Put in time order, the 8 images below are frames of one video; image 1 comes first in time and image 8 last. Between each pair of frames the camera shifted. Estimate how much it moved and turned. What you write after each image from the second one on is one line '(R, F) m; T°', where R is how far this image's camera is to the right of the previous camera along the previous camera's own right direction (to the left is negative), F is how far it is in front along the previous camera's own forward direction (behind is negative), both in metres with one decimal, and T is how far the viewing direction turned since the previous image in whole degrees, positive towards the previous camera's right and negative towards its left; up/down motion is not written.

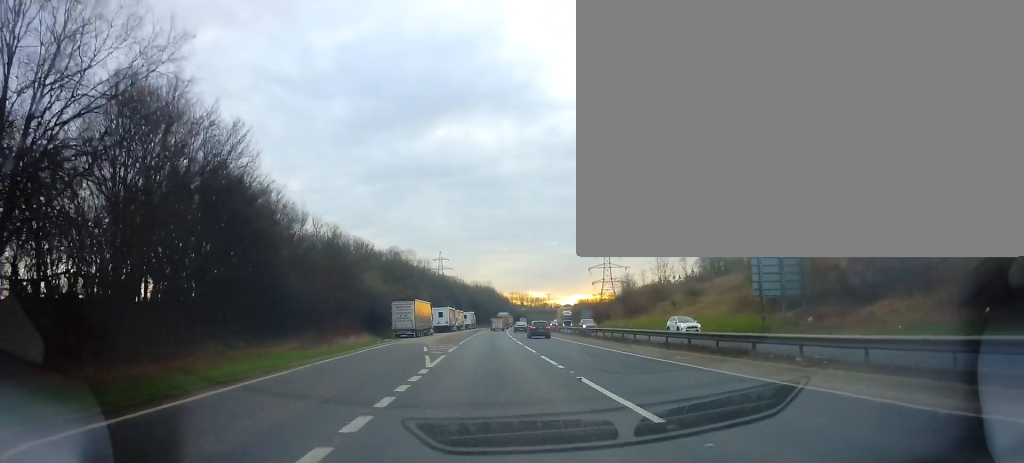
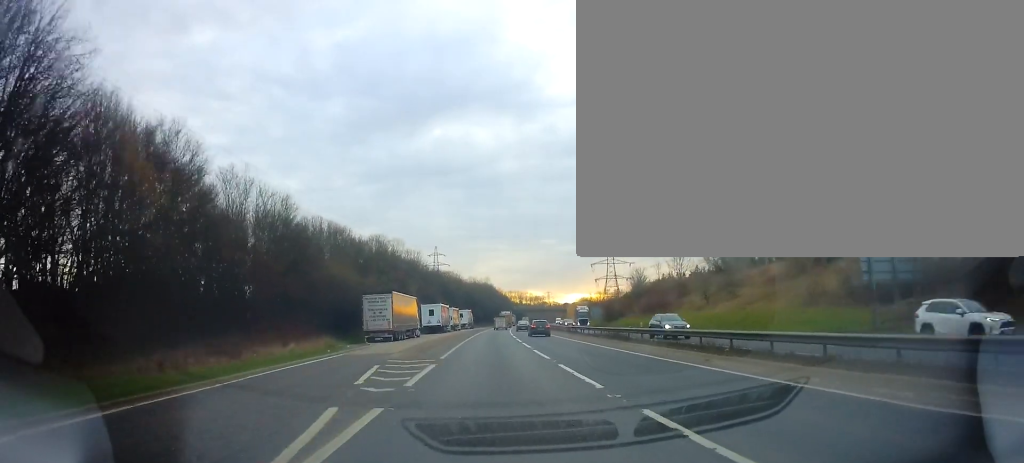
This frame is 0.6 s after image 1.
(0.0, +13.9) m; 0°
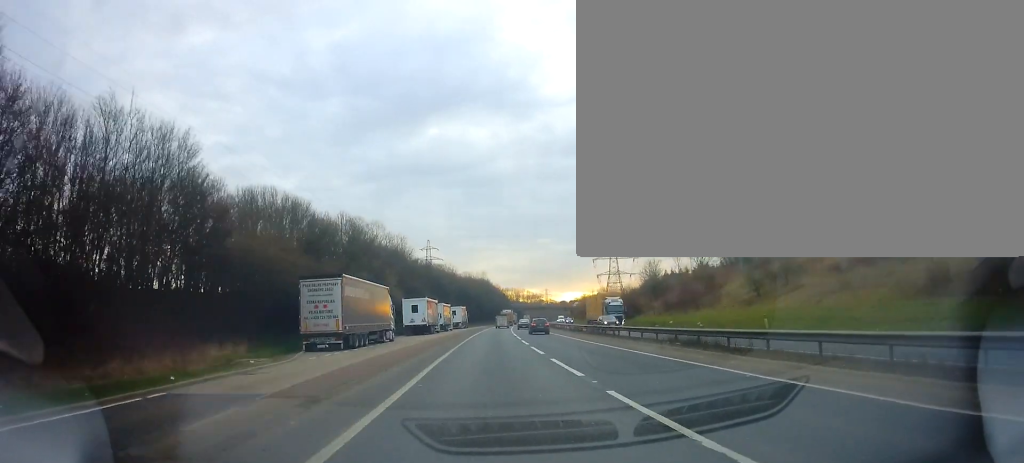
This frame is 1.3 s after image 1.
(-0.1, +15.6) m; +1°
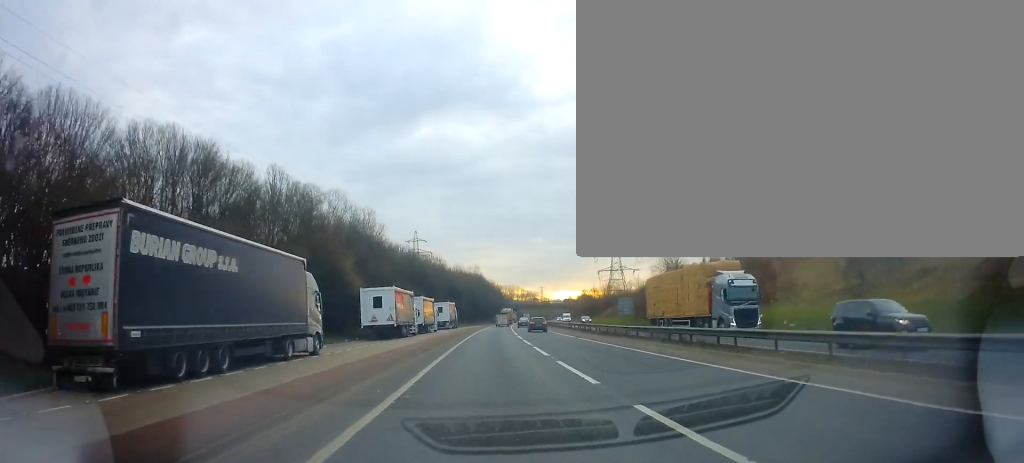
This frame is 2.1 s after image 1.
(+0.3, +18.3) m; +1°
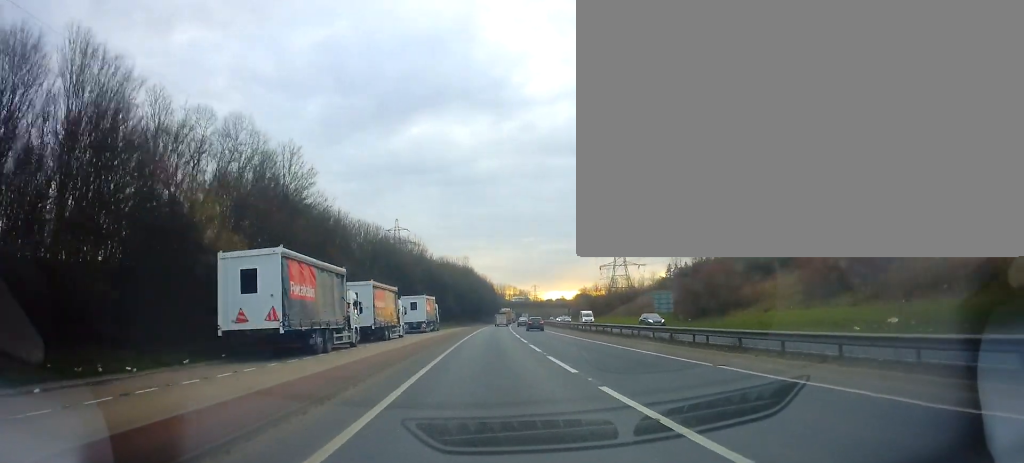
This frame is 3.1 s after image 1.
(+0.1, +22.2) m; 0°
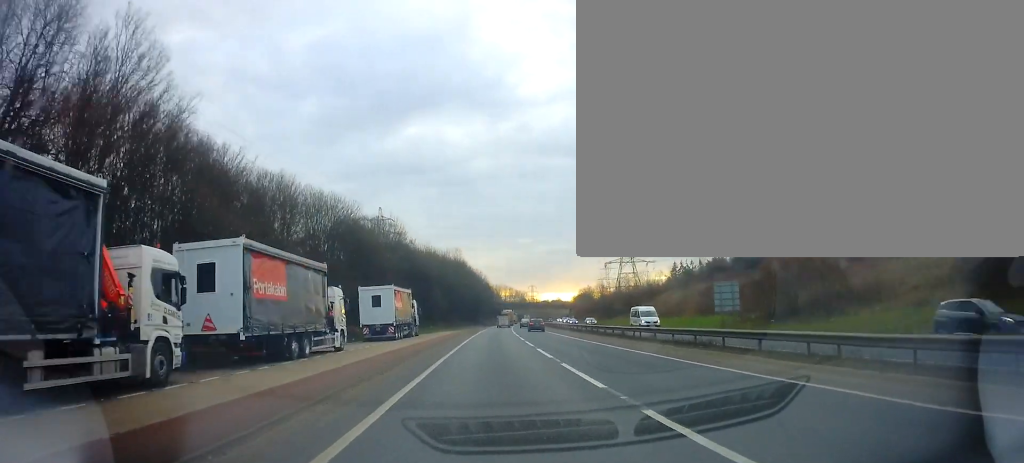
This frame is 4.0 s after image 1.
(-0.1, +19.4) m; 0°
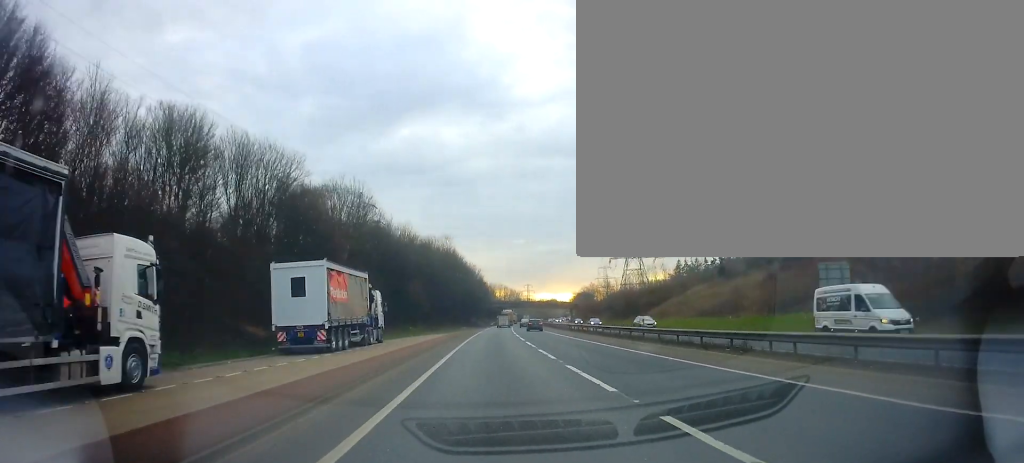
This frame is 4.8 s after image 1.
(0.0, +18.6) m; +1°
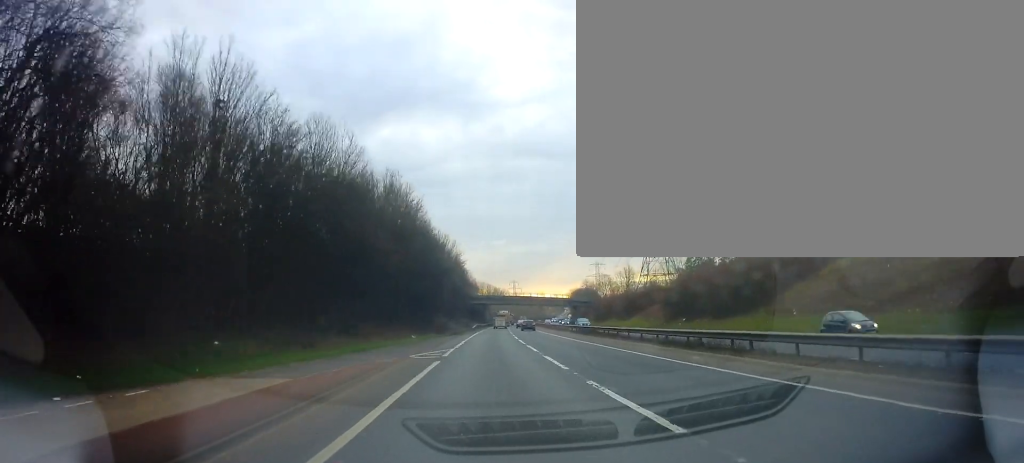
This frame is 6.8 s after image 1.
(+1.2, +49.3) m; +3°
